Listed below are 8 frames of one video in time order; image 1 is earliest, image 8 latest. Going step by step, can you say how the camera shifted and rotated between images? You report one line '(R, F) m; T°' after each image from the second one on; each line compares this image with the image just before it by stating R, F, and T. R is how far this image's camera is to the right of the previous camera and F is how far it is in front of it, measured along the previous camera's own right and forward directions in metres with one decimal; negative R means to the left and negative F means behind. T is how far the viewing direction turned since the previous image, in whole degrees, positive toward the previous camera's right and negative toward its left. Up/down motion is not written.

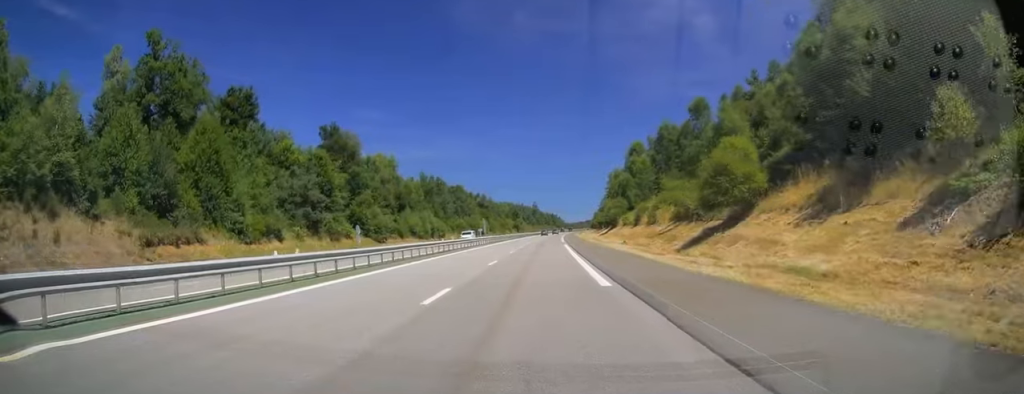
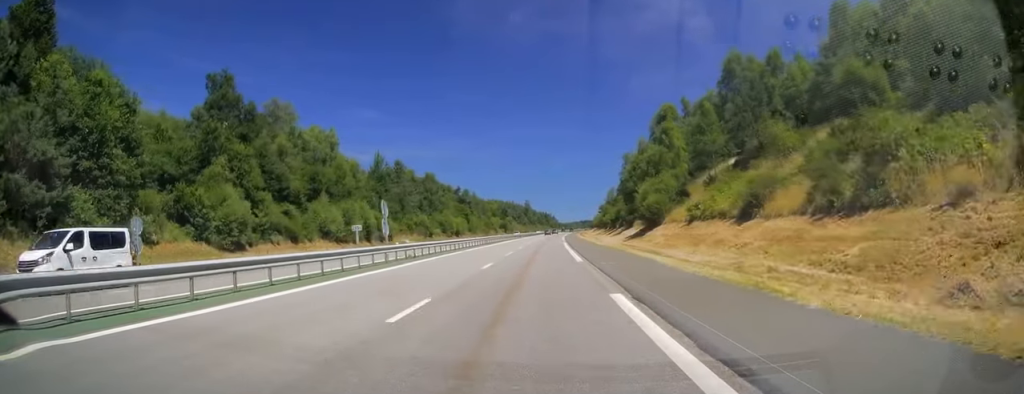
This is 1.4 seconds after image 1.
(0.0, +41.3) m; +1°
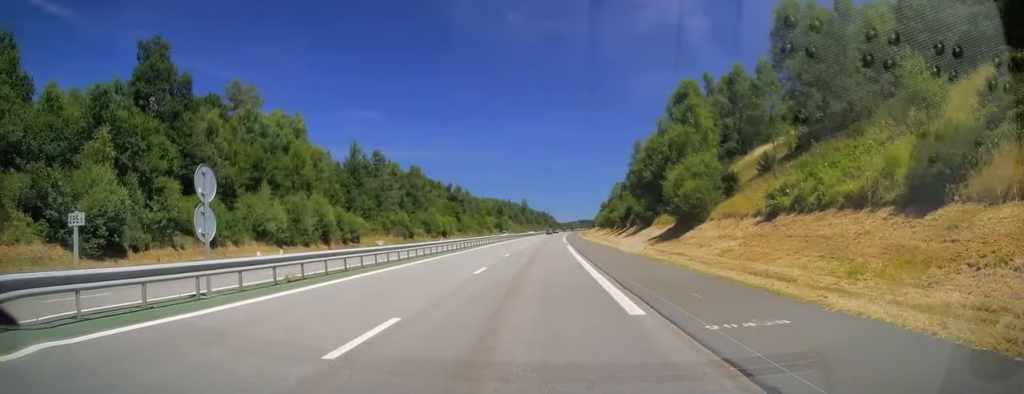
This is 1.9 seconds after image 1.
(+0.1, +15.7) m; 0°
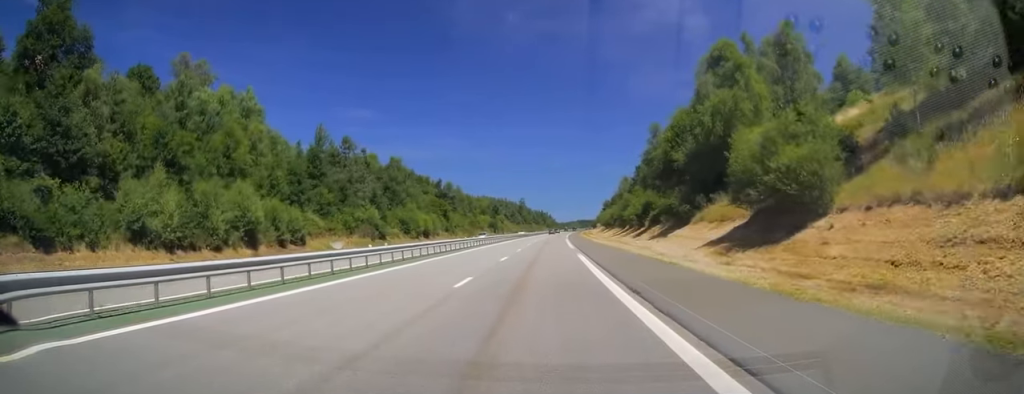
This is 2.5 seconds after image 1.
(+0.2, +17.7) m; +1°
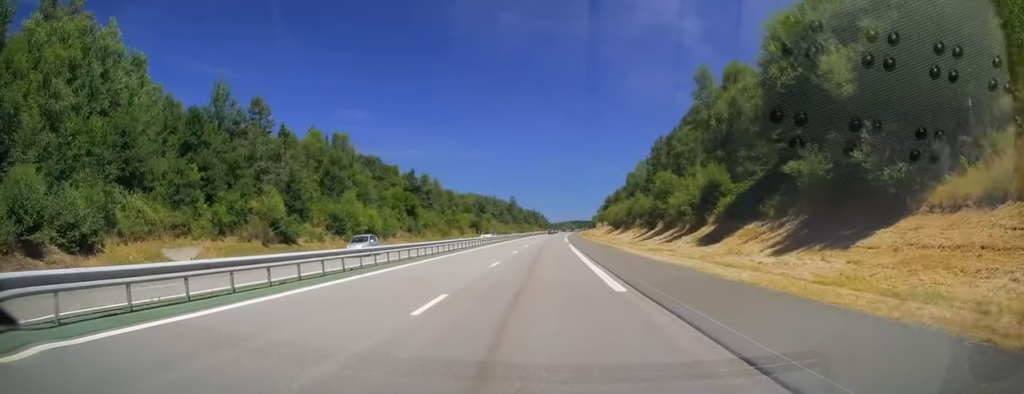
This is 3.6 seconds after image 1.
(+0.1, +31.0) m; 0°
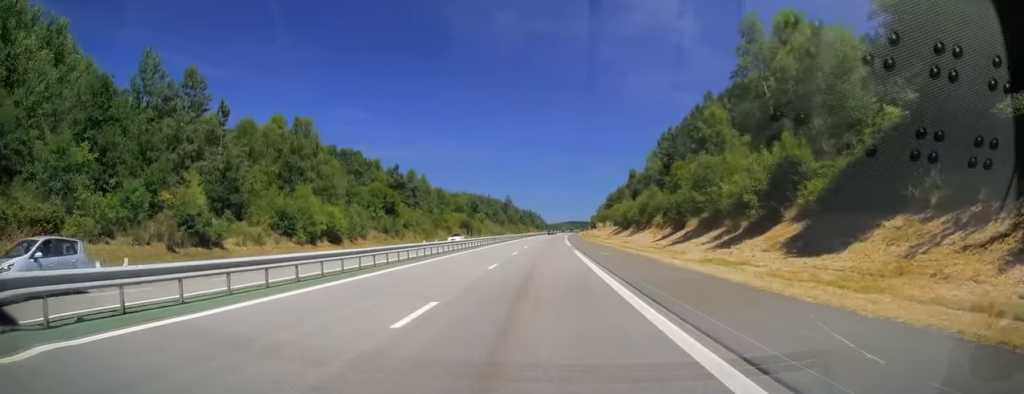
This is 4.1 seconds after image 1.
(0.0, +14.3) m; 0°
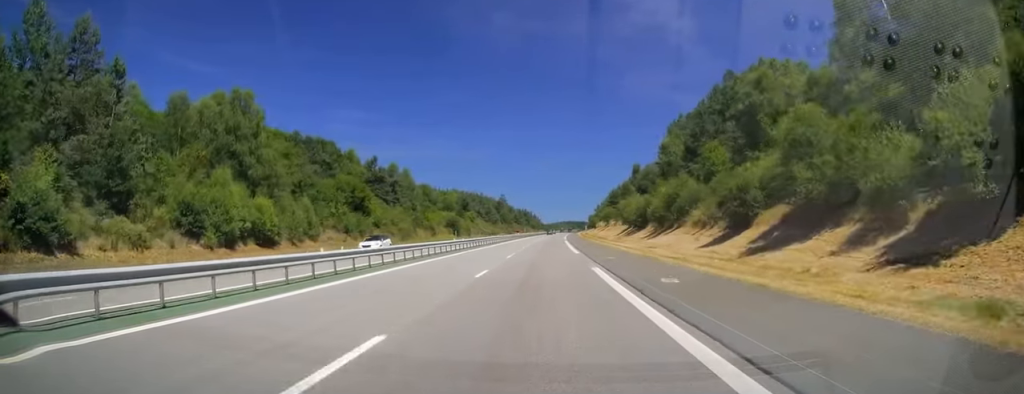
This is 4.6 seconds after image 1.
(0.0, +16.8) m; 0°
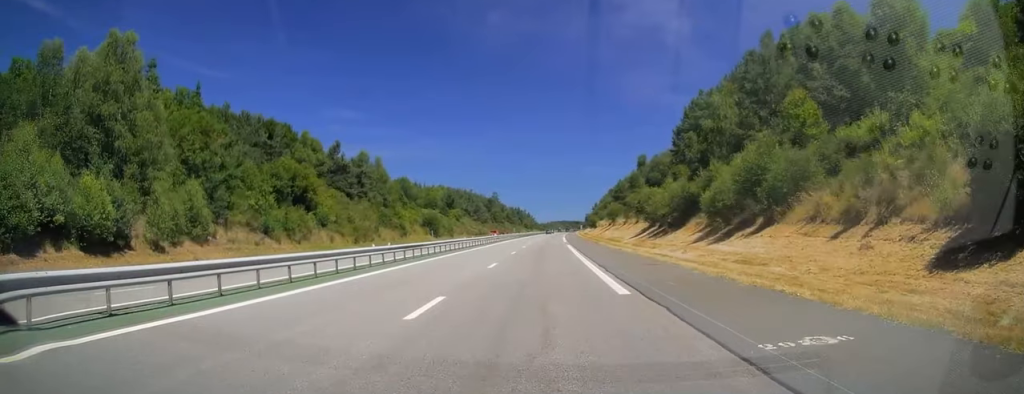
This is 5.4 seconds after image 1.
(0.0, +21.6) m; +1°
